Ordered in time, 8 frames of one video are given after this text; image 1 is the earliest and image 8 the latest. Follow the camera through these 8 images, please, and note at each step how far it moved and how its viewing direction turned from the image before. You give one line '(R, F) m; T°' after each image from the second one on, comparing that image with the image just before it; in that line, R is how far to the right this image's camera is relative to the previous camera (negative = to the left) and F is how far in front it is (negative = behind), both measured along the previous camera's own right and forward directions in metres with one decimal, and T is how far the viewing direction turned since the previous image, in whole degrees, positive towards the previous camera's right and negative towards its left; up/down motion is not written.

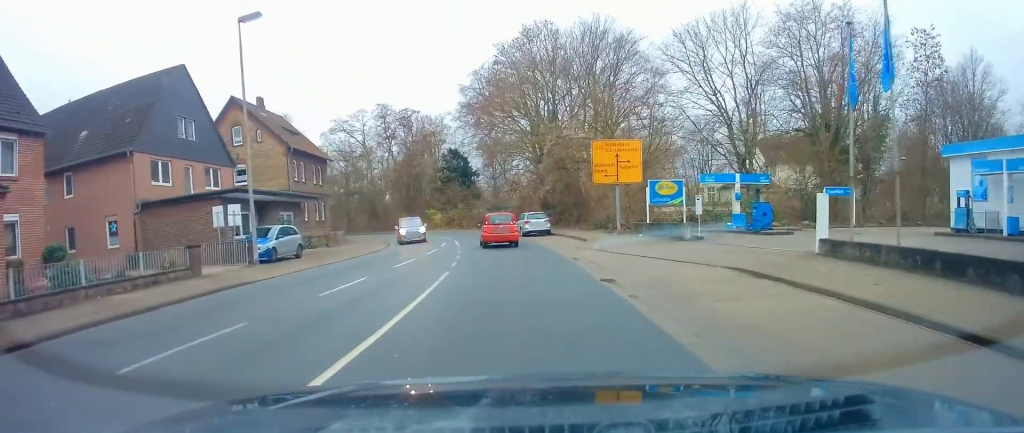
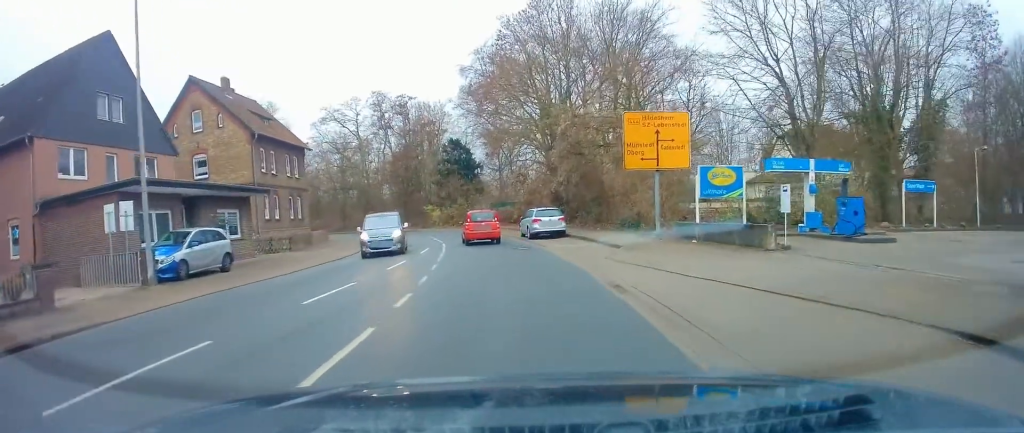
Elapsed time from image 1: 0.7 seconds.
(-0.2, +7.5) m; -3°
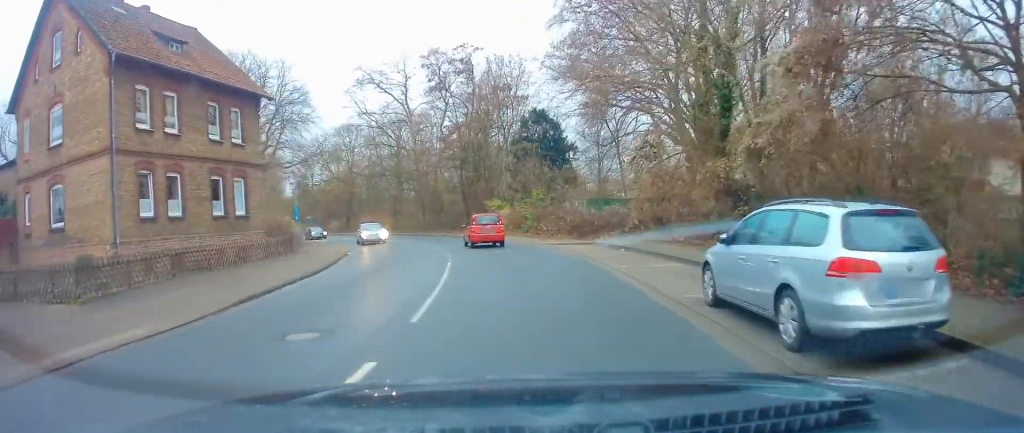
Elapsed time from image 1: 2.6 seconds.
(-1.3, +21.6) m; -6°
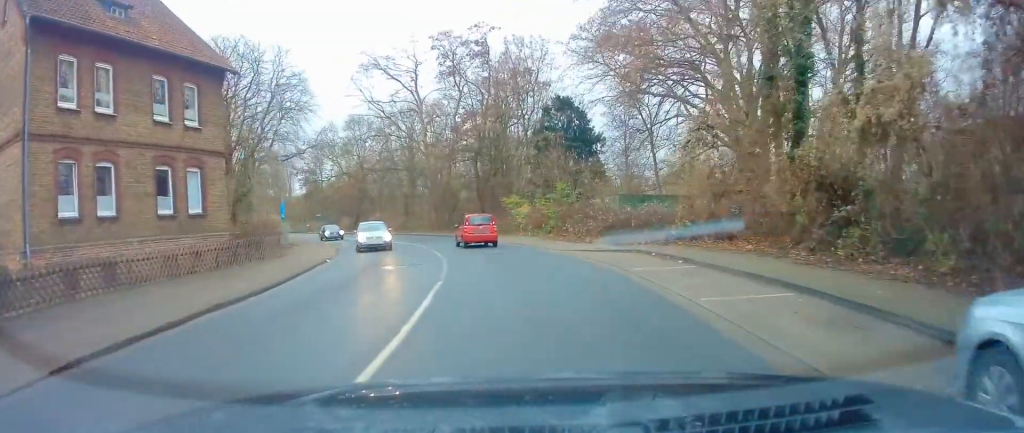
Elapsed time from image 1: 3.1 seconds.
(+0.1, +5.5) m; -1°
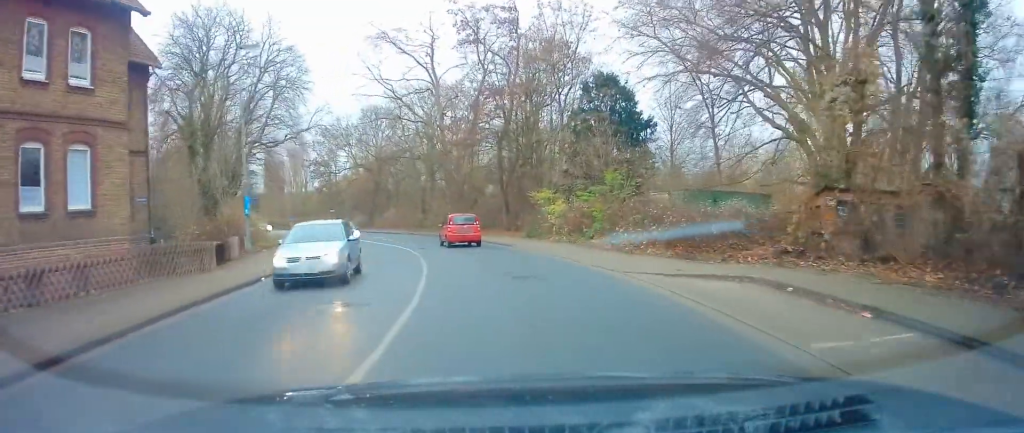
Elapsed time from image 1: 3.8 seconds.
(-0.3, +7.9) m; -2°
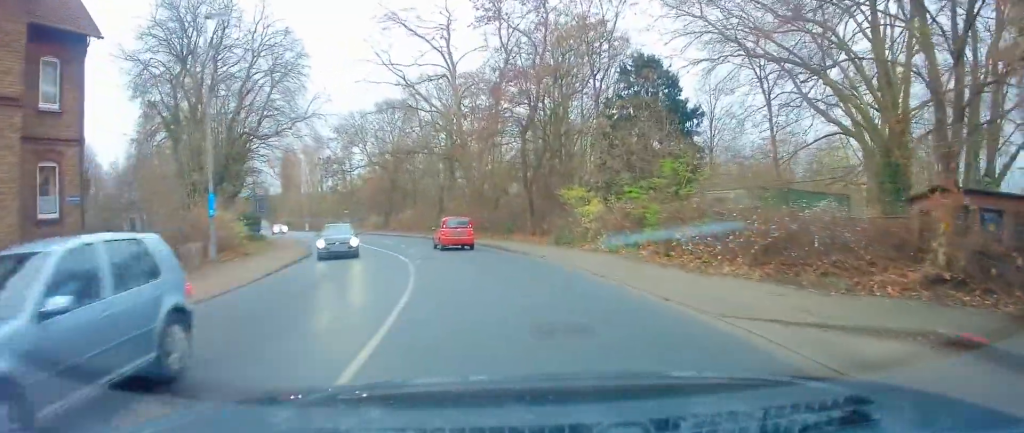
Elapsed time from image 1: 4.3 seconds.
(-0.1, +5.2) m; -2°
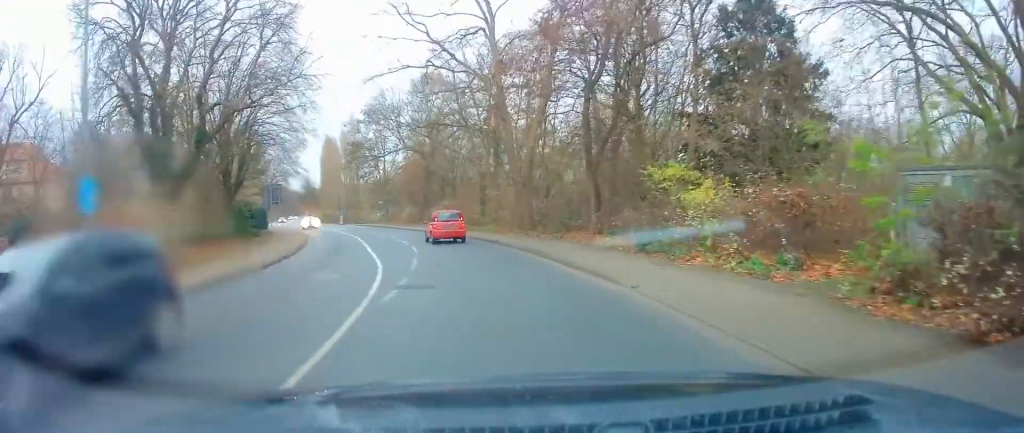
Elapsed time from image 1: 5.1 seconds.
(+0.1, +9.2) m; -6°
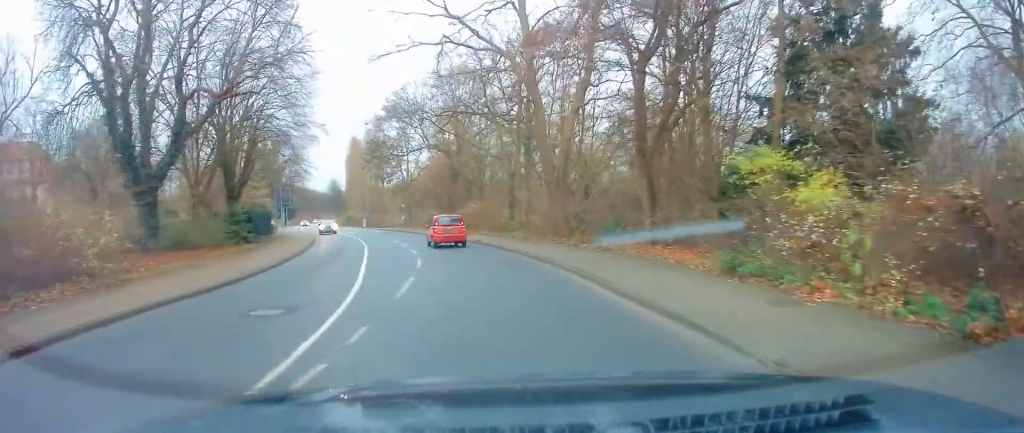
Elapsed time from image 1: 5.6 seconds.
(-0.5, +4.9) m; -4°
